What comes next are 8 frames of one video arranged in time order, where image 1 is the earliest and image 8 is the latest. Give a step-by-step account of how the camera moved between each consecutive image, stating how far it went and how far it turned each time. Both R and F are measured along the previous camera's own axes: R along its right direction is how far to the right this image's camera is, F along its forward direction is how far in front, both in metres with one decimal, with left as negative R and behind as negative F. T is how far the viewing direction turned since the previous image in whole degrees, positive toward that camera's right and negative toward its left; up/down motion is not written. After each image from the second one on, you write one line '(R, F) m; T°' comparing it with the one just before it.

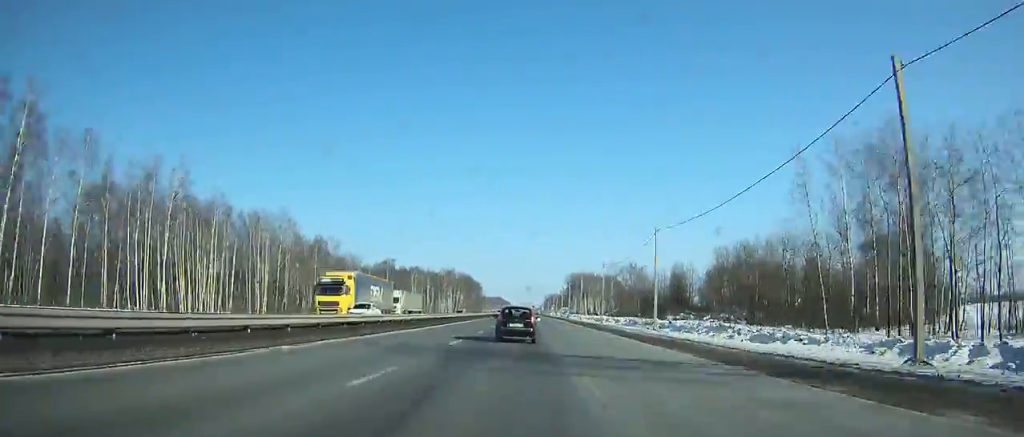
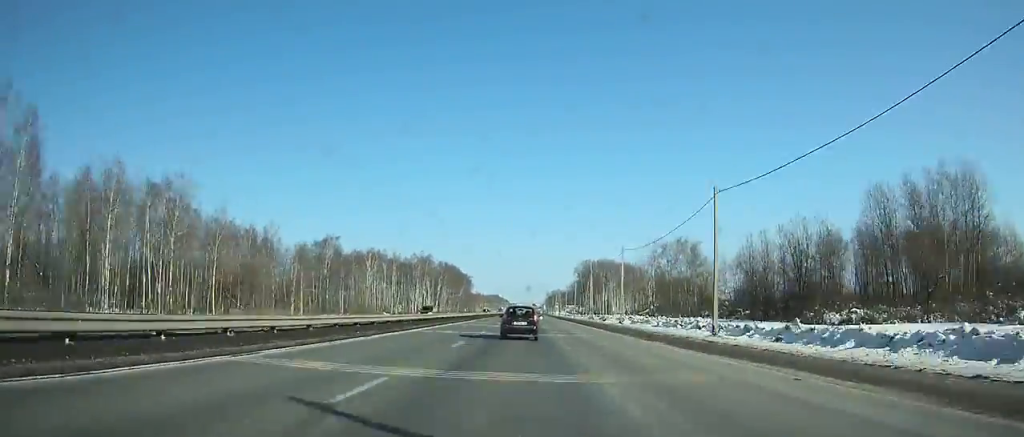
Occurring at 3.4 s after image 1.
(-0.1, +75.1) m; 0°
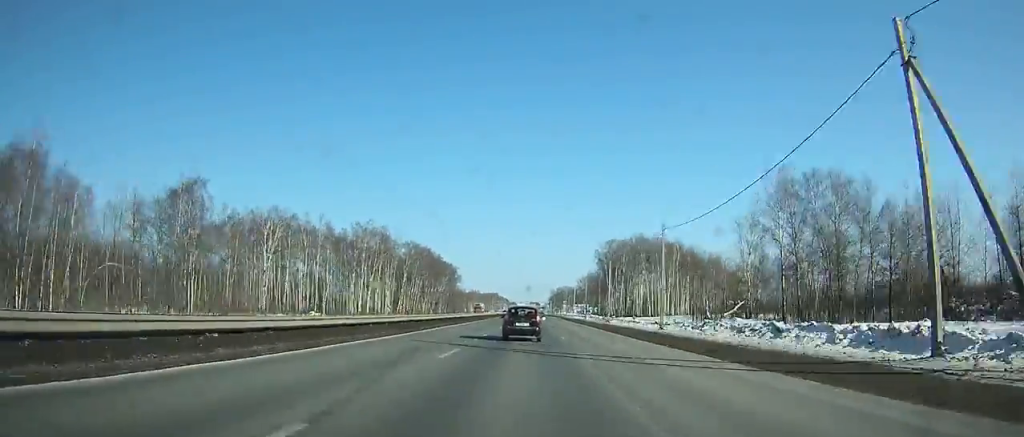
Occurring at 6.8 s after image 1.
(0.0, +76.5) m; 0°
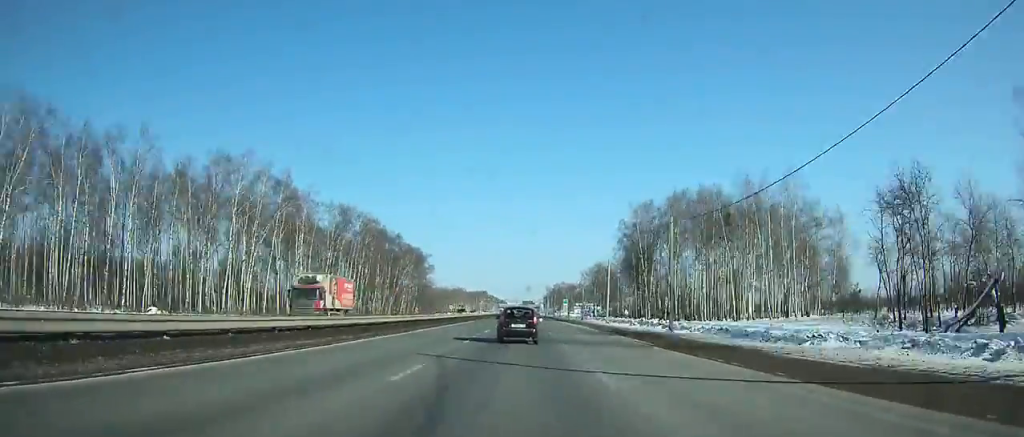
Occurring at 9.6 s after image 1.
(0.0, +63.5) m; 0°
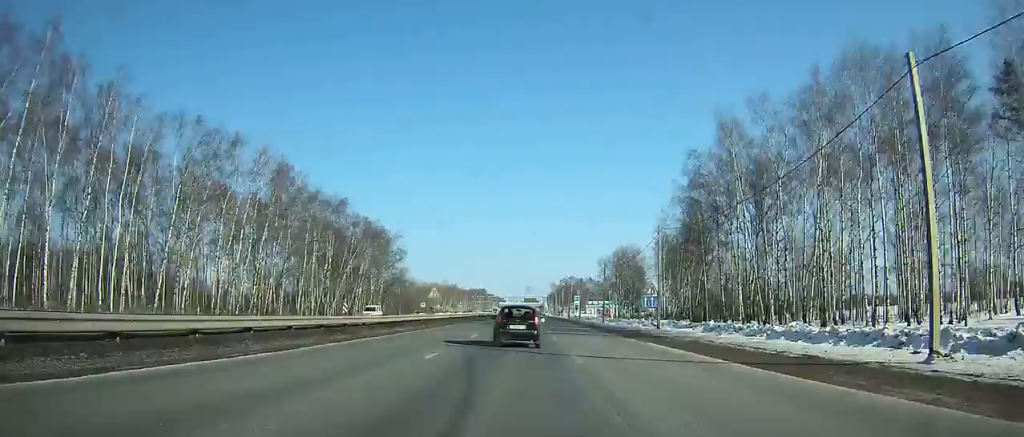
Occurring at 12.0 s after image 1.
(0.0, +53.8) m; 0°
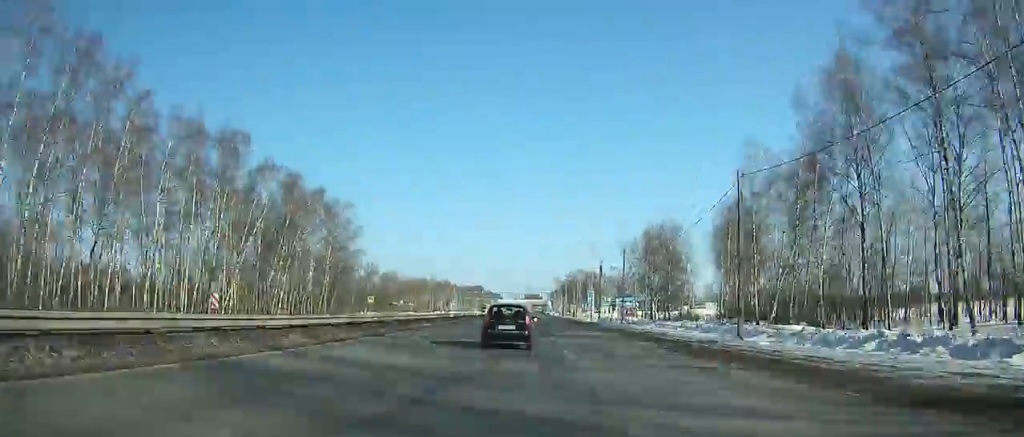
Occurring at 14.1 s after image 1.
(0.0, +46.4) m; 0°
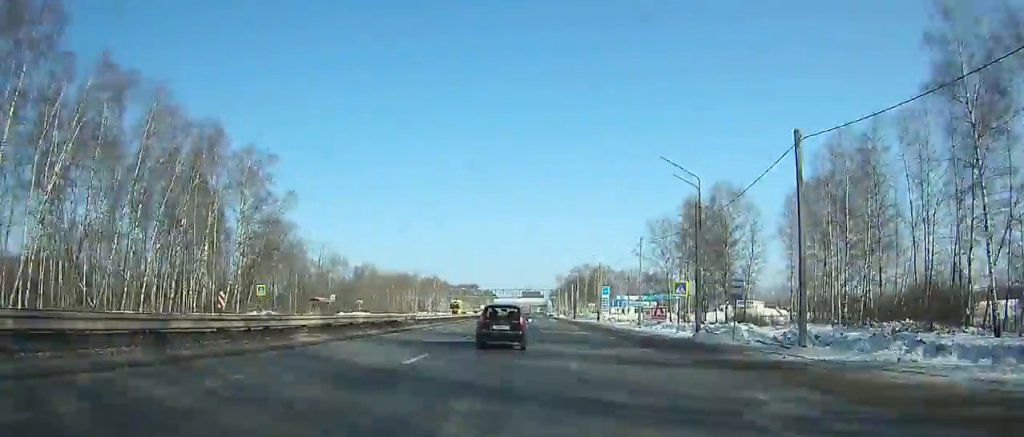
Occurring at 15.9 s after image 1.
(-0.1, +38.6) m; 0°
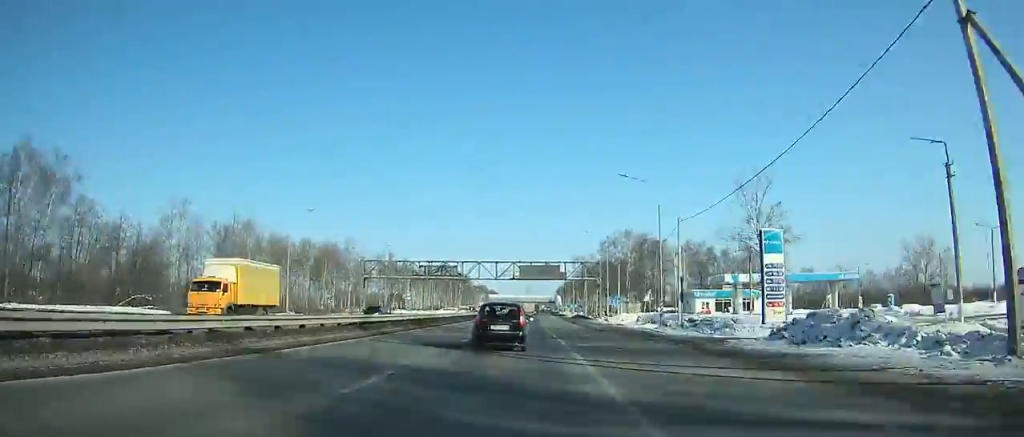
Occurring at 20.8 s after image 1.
(+0.2, +99.7) m; 0°
